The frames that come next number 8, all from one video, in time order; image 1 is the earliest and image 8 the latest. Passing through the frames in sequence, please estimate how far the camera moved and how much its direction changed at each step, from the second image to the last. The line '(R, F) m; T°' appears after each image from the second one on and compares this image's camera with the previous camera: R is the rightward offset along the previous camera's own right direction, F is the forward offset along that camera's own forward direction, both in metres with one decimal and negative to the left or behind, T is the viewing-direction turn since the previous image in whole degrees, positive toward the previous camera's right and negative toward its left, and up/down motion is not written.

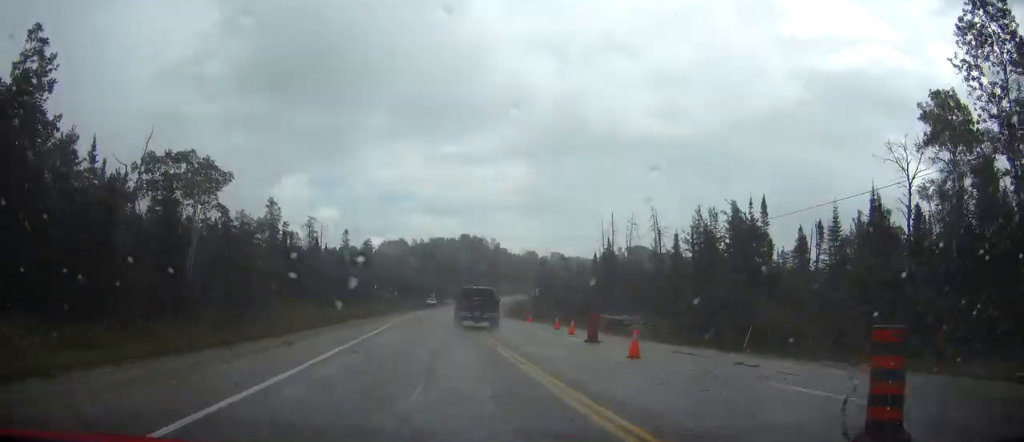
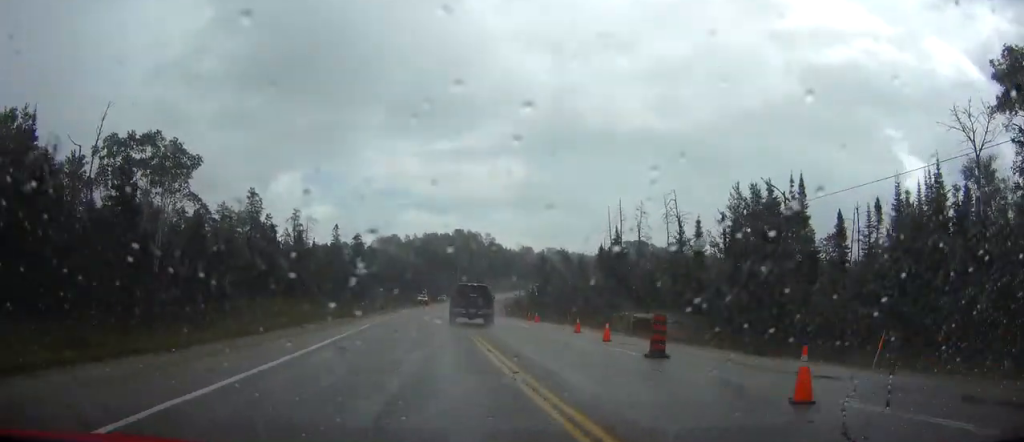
(+0.2, +9.0) m; 0°
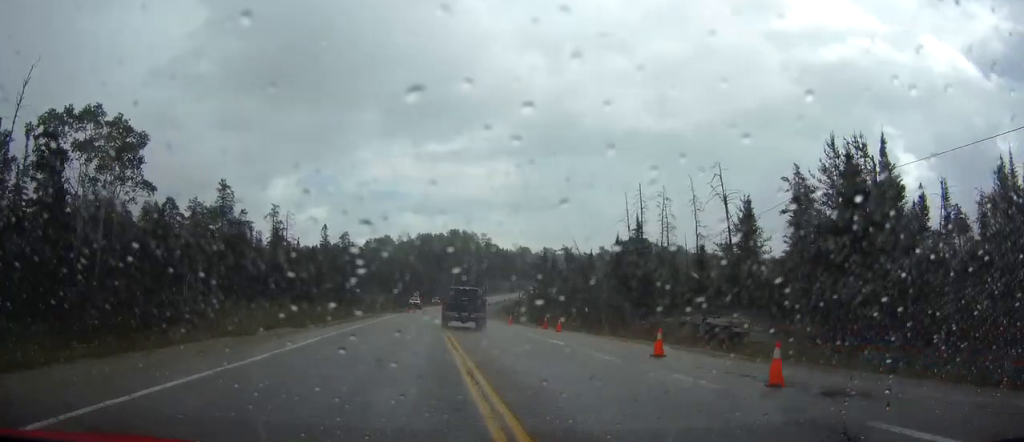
(-0.1, +13.5) m; 0°
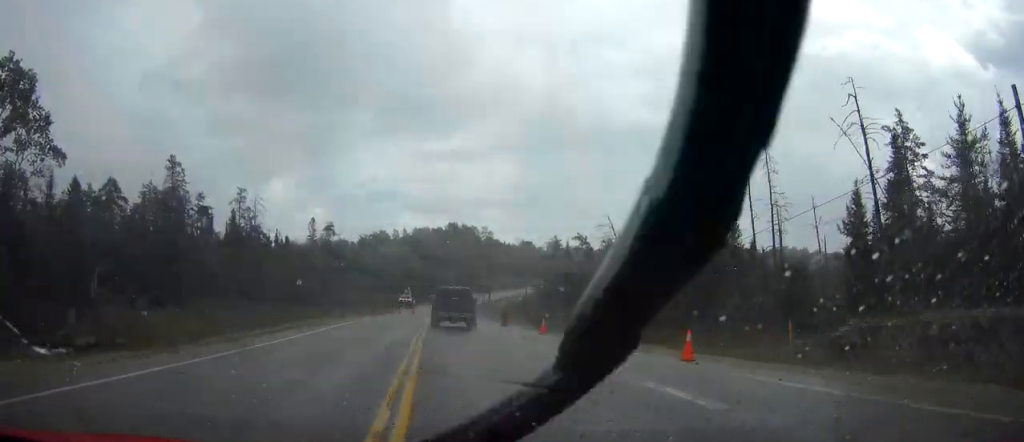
(+0.1, +20.5) m; 0°
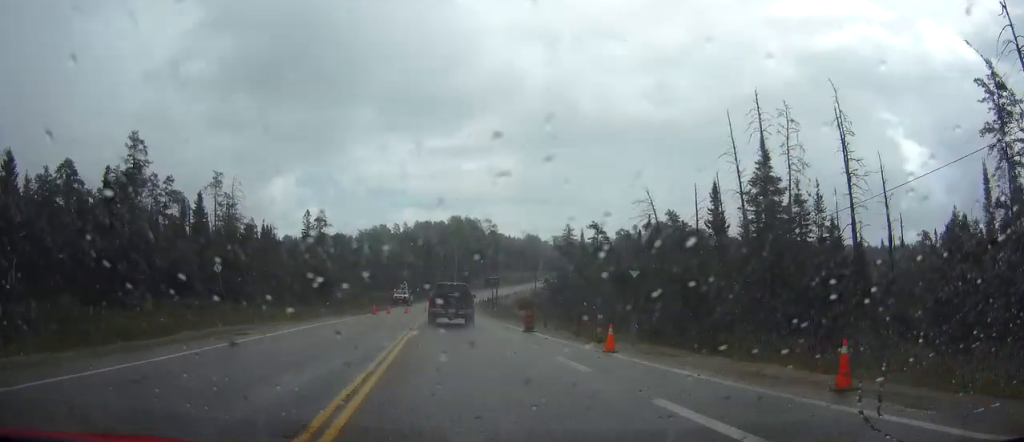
(-0.2, +12.9) m; -1°
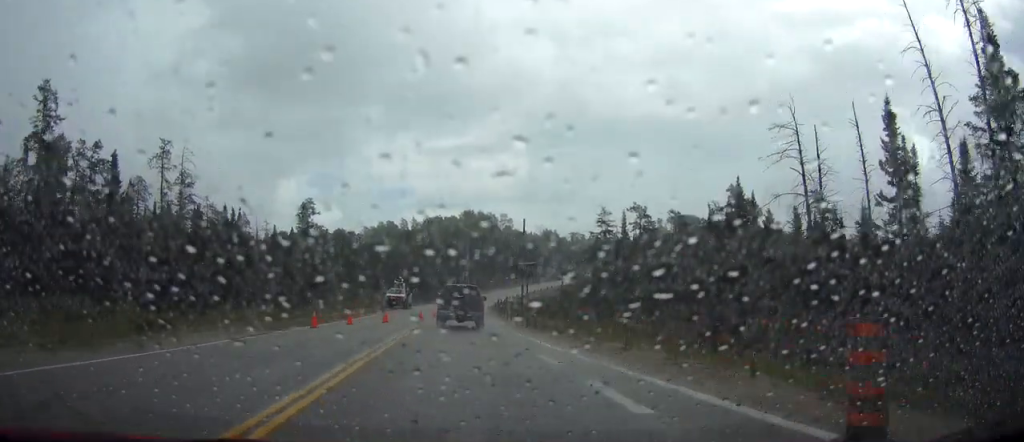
(-0.1, +23.1) m; -1°
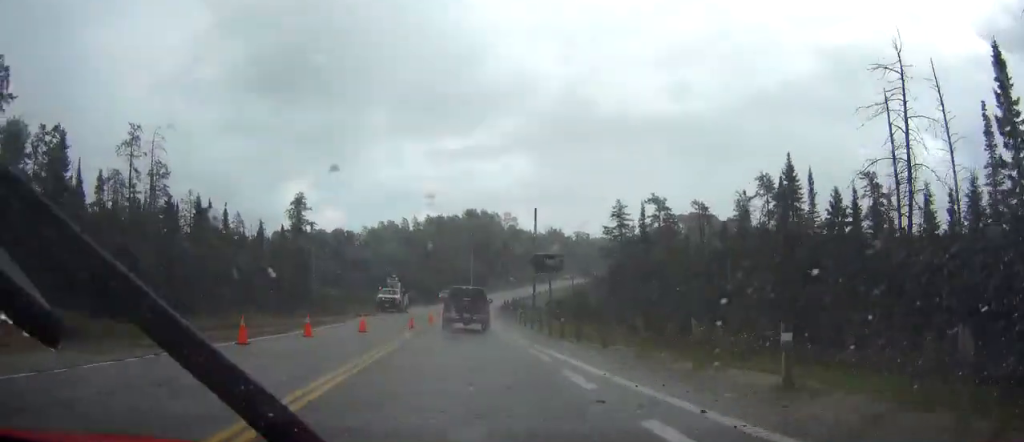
(-0.1, +9.0) m; 0°
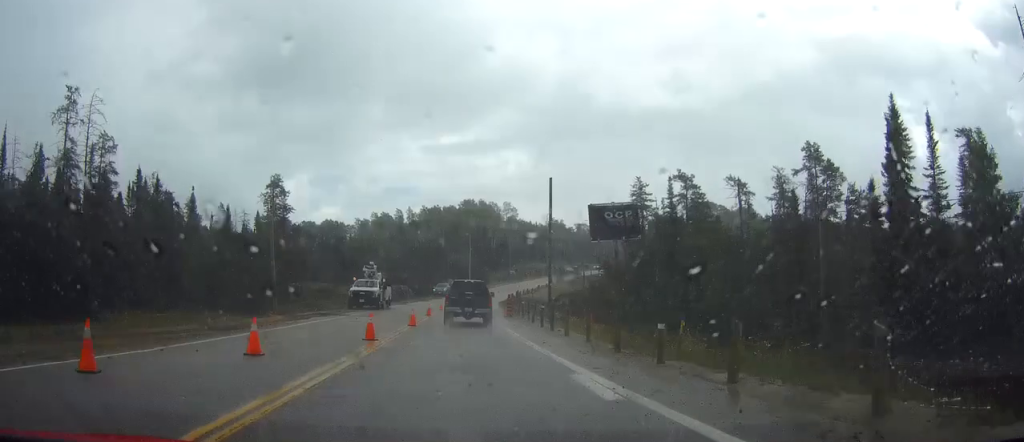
(0.0, +13.5) m; 0°
